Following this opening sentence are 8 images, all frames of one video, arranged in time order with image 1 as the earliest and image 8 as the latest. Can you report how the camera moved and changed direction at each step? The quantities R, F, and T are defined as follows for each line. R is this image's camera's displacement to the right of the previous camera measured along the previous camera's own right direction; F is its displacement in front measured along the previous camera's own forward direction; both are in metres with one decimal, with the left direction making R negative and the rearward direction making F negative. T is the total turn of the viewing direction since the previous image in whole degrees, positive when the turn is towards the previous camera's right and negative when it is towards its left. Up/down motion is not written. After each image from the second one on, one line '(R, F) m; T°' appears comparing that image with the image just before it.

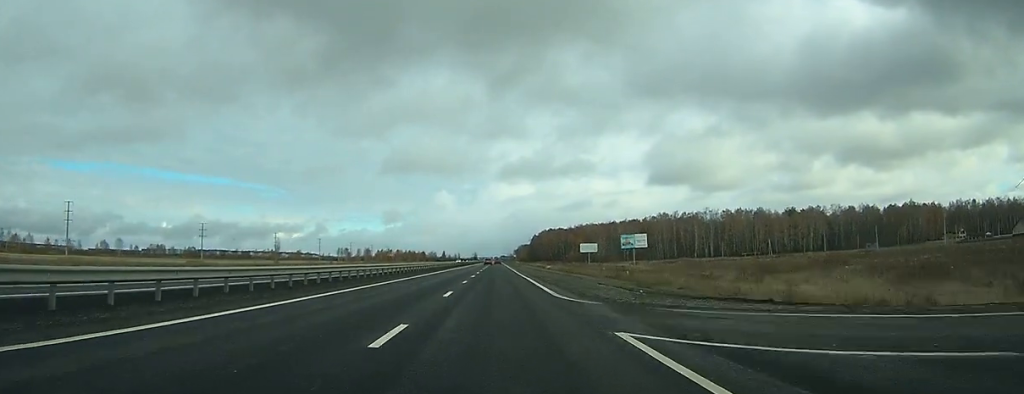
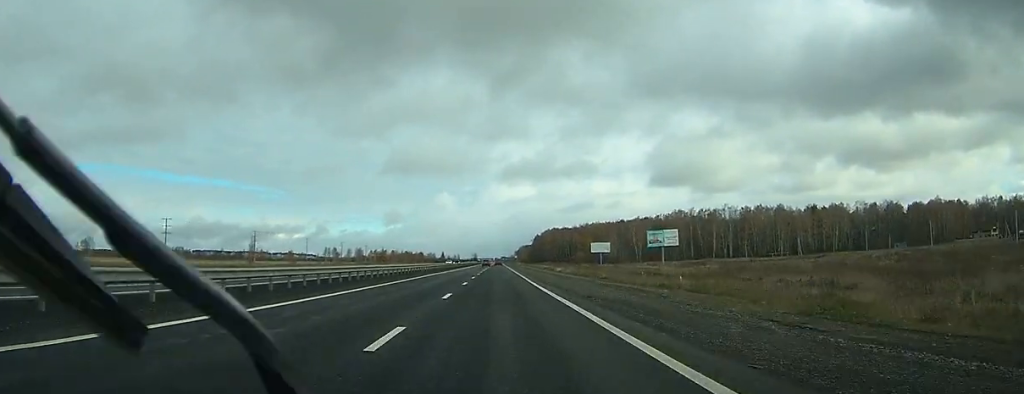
(0.0, +25.3) m; 0°
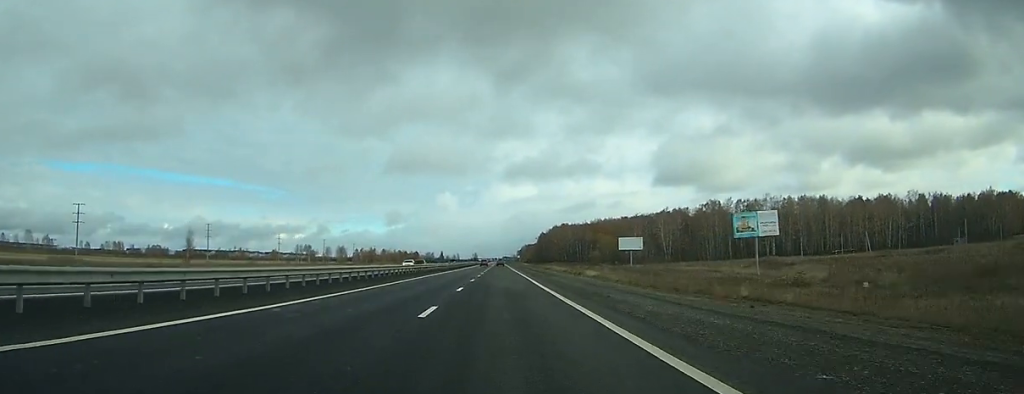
(0.0, +43.6) m; 0°
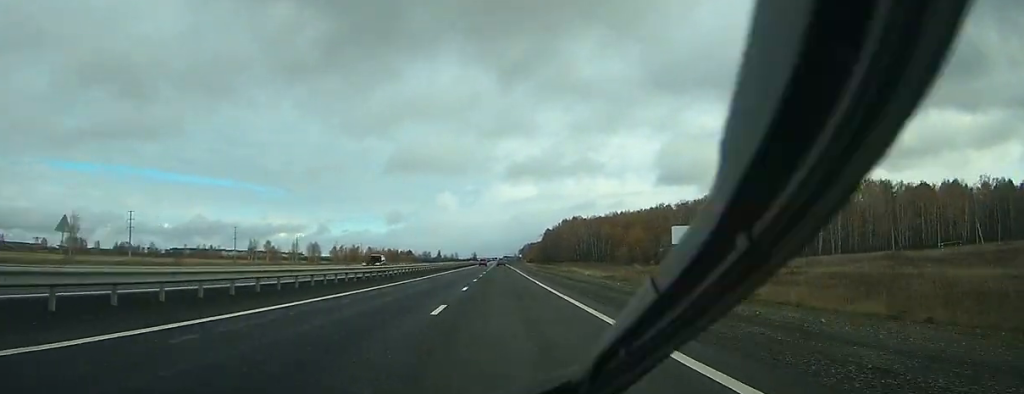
(-0.1, +46.2) m; 0°
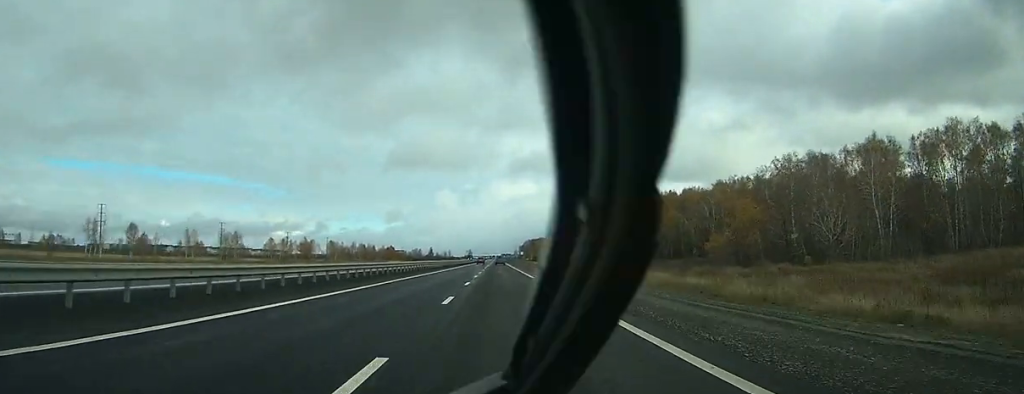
(+0.8, +77.2) m; +1°
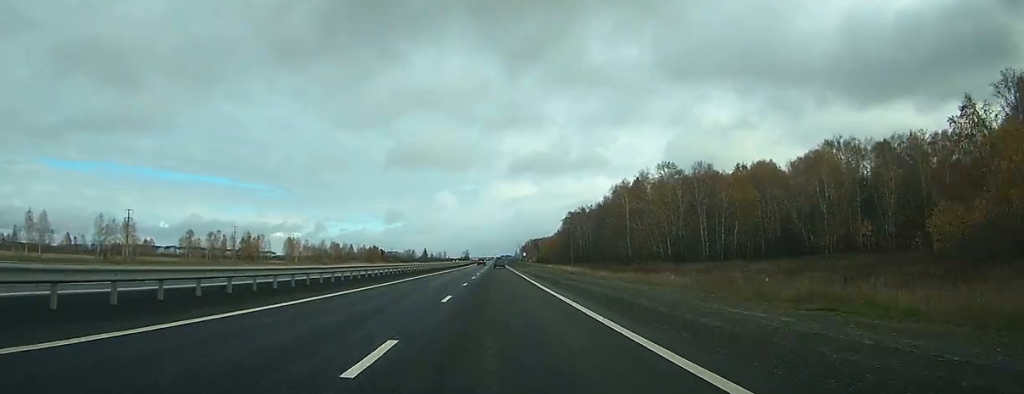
(0.0, +59.3) m; 0°
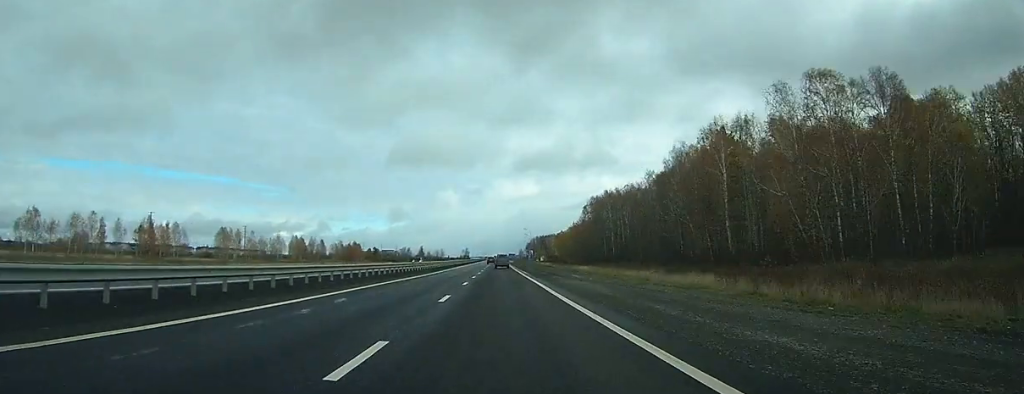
(-0.1, +61.8) m; 0°
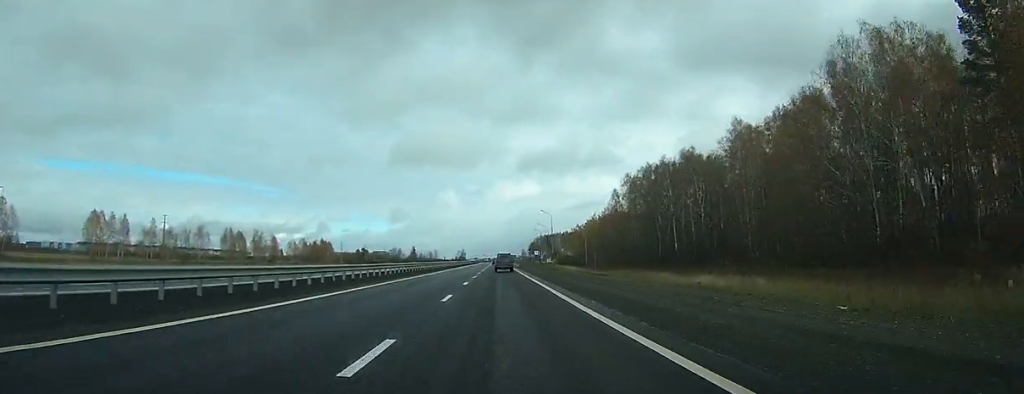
(-0.2, +58.9) m; 0°
